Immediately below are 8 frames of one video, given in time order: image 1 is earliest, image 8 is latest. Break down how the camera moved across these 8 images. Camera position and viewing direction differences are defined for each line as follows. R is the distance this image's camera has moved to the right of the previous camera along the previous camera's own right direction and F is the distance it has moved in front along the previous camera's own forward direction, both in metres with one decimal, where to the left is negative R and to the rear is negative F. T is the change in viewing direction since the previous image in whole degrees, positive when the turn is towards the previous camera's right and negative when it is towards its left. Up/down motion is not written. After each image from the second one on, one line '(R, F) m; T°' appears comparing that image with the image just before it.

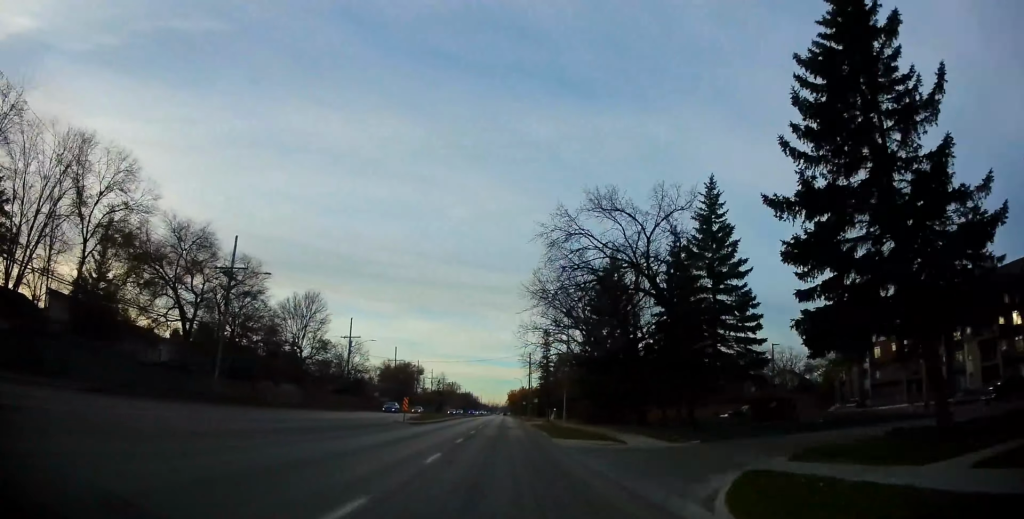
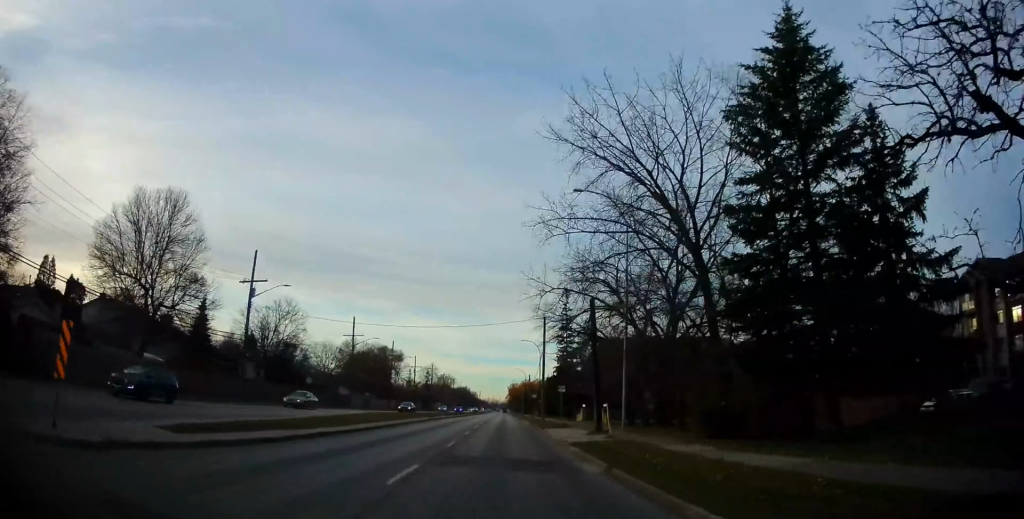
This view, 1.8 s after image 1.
(+0.1, +32.0) m; 0°
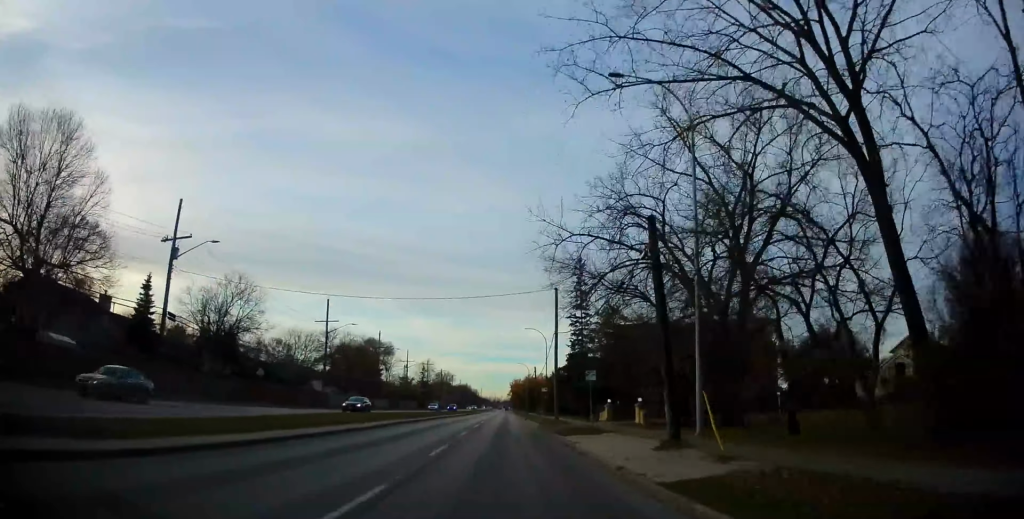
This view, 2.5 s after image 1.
(-0.2, +12.7) m; 0°
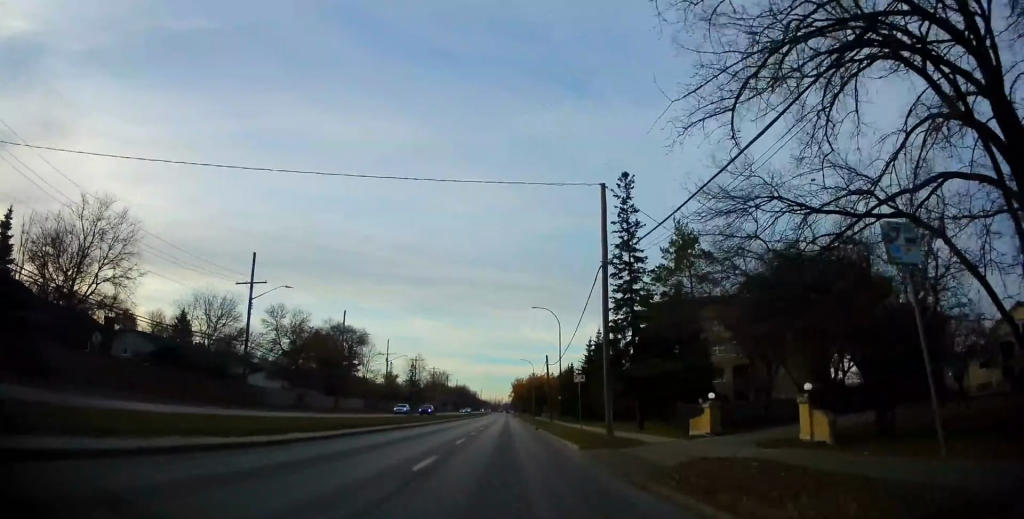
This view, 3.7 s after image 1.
(0.0, +21.7) m; -1°
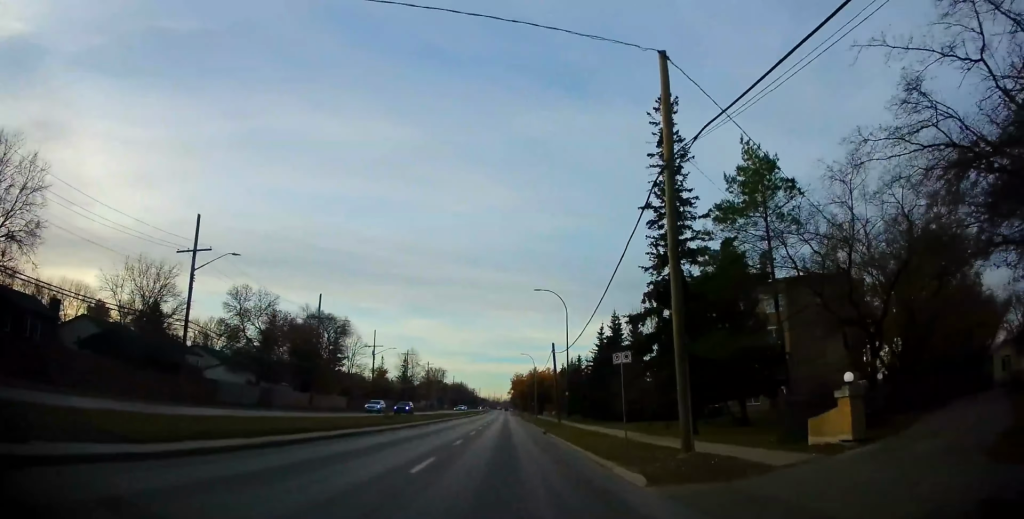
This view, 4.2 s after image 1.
(-0.1, +9.5) m; 0°
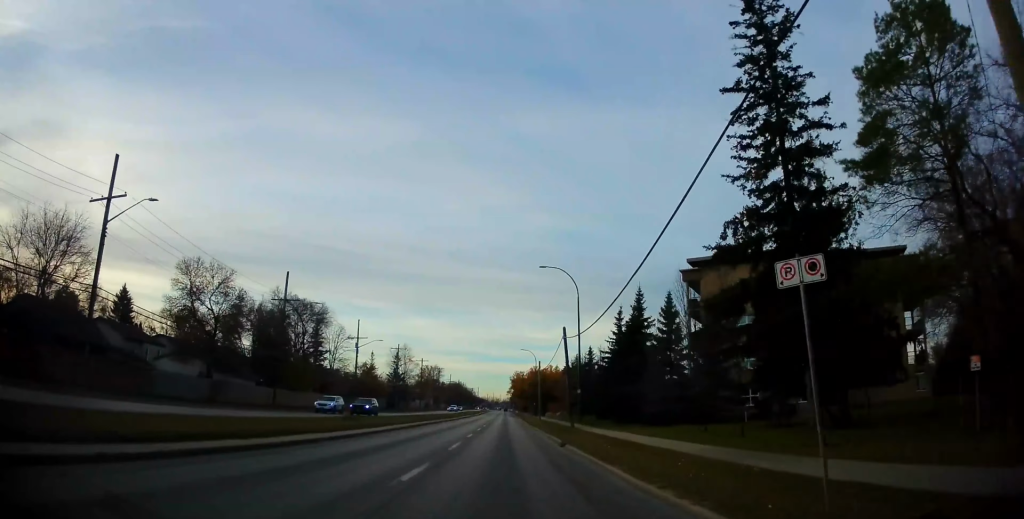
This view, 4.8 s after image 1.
(-0.1, +10.1) m; 0°
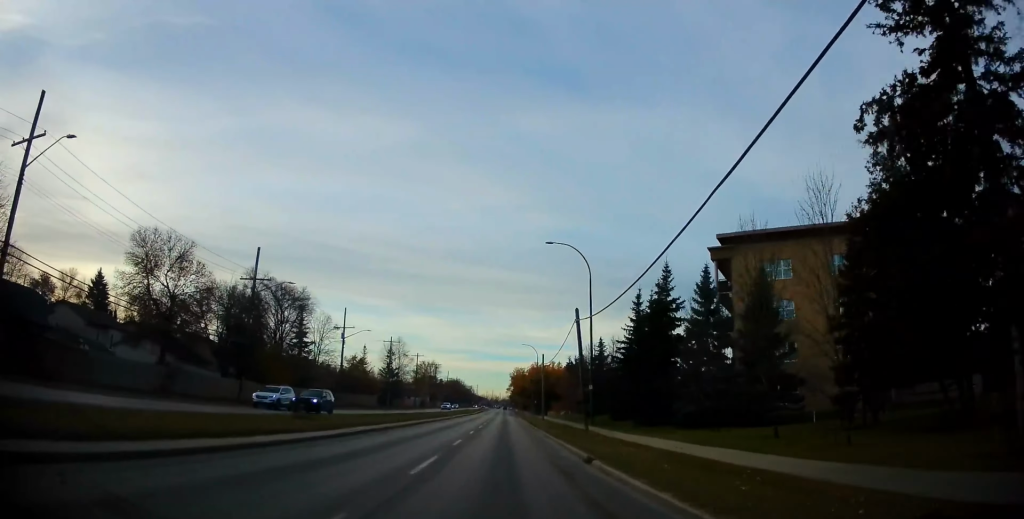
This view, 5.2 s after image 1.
(+0.1, +7.2) m; 0°
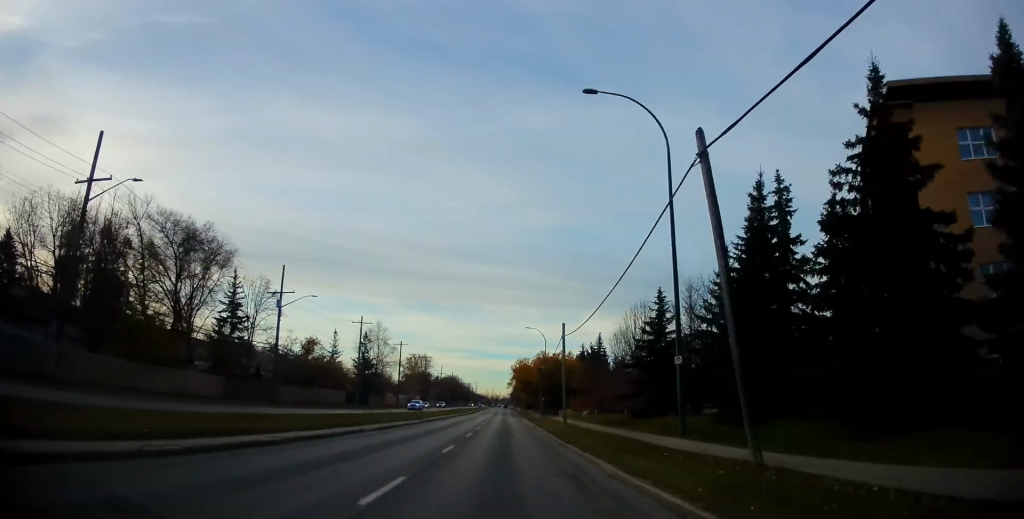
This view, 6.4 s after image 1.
(+0.1, +22.2) m; 0°
